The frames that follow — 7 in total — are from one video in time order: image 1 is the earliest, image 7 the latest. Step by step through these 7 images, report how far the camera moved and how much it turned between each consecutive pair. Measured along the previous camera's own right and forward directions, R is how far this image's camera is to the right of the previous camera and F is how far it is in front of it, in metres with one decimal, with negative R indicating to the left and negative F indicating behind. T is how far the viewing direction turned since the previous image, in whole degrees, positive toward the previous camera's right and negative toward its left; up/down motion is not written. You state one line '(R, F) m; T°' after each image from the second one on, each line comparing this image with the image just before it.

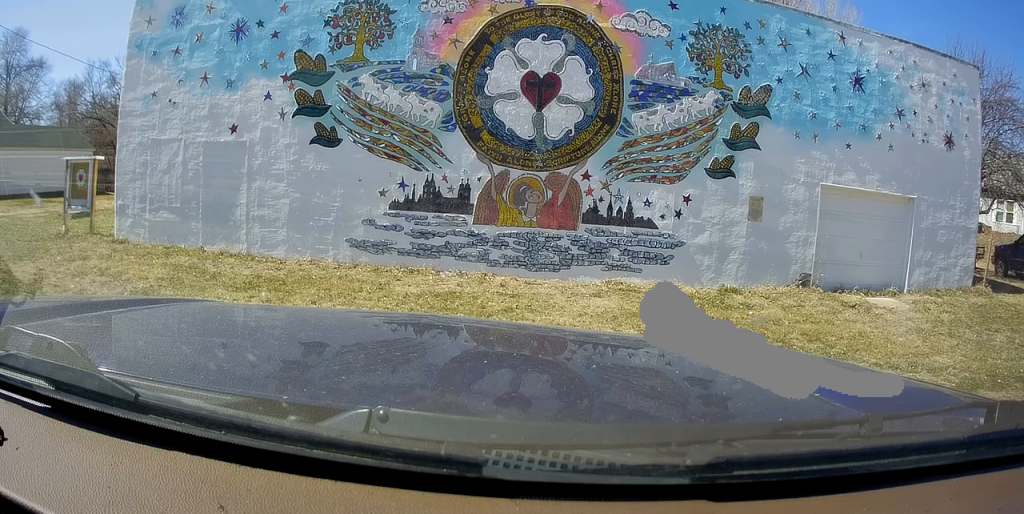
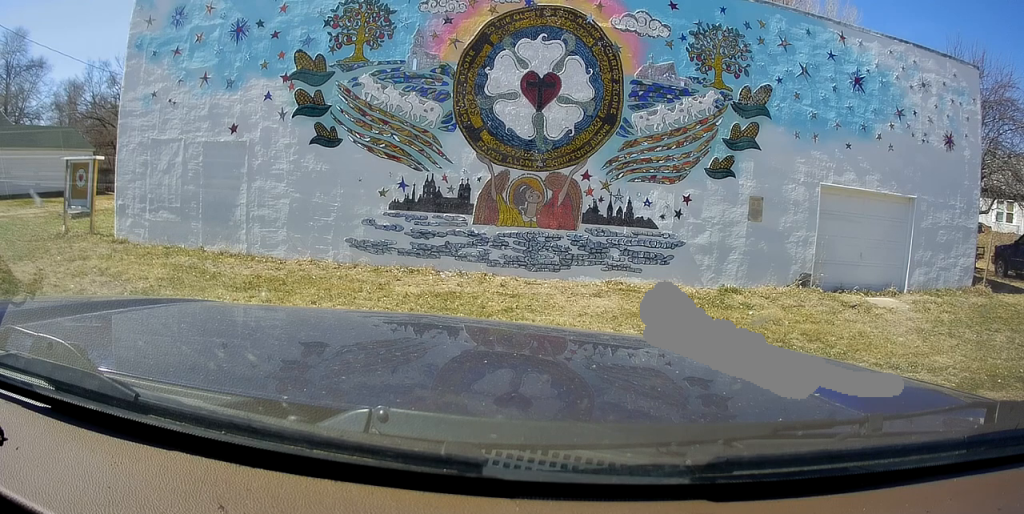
(0.0, 0.0) m; 0°
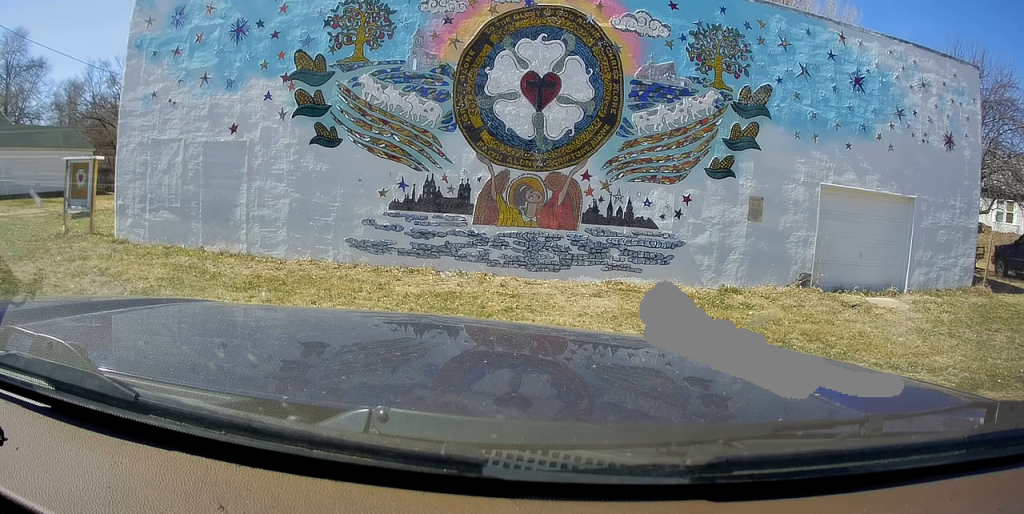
(0.0, 0.0) m; 0°
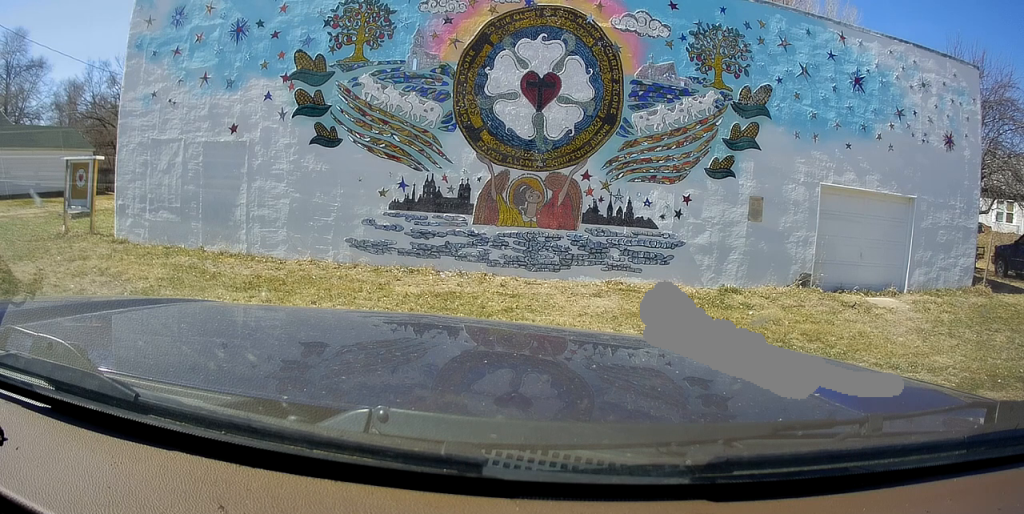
(0.0, 0.0) m; 0°
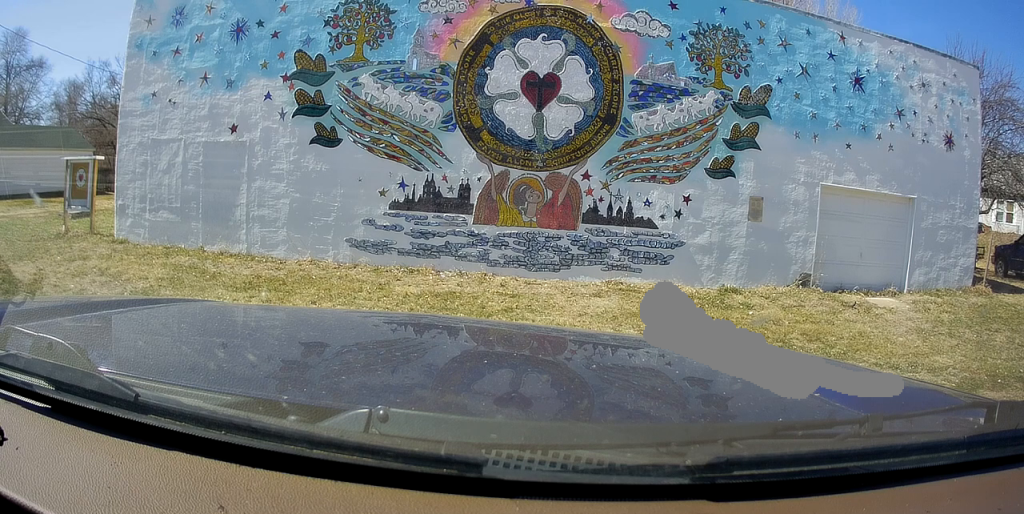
(0.0, 0.0) m; 0°
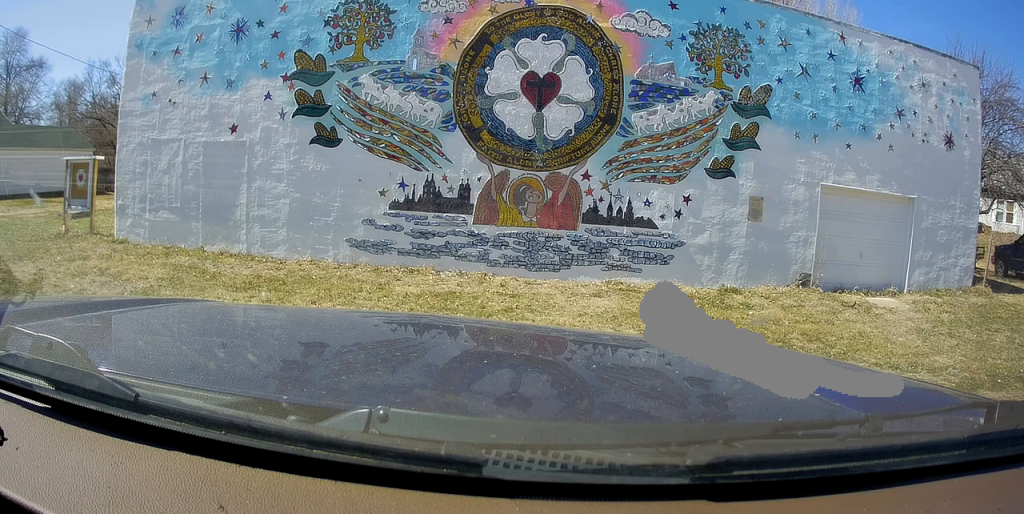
(0.0, 0.0) m; 0°
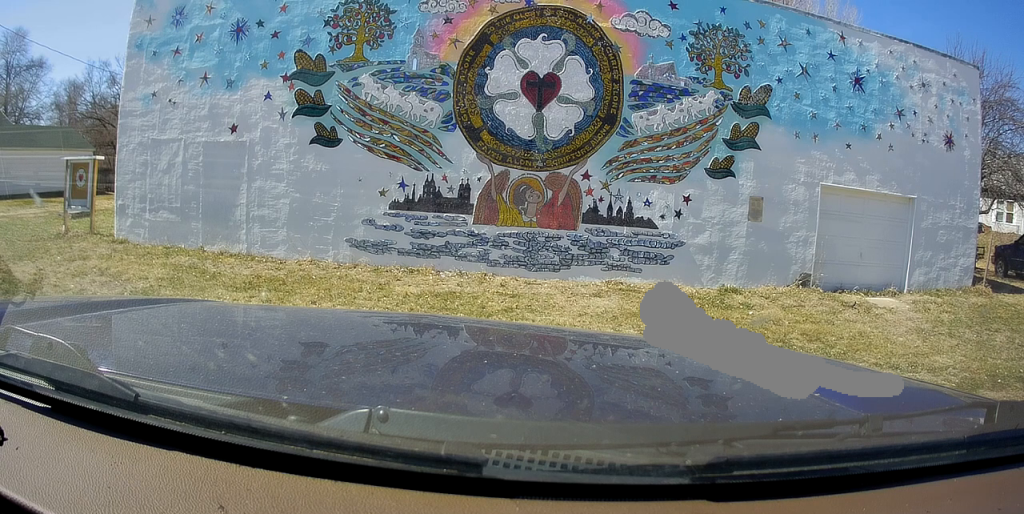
(0.0, 0.0) m; 0°
